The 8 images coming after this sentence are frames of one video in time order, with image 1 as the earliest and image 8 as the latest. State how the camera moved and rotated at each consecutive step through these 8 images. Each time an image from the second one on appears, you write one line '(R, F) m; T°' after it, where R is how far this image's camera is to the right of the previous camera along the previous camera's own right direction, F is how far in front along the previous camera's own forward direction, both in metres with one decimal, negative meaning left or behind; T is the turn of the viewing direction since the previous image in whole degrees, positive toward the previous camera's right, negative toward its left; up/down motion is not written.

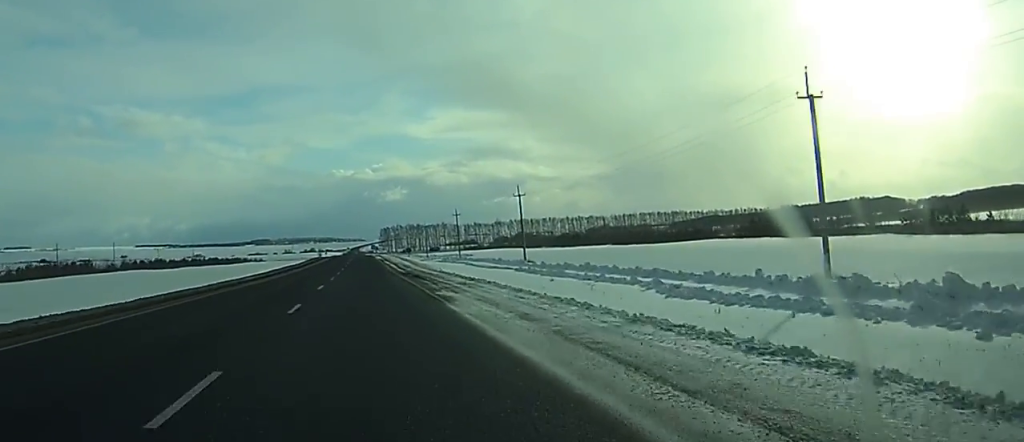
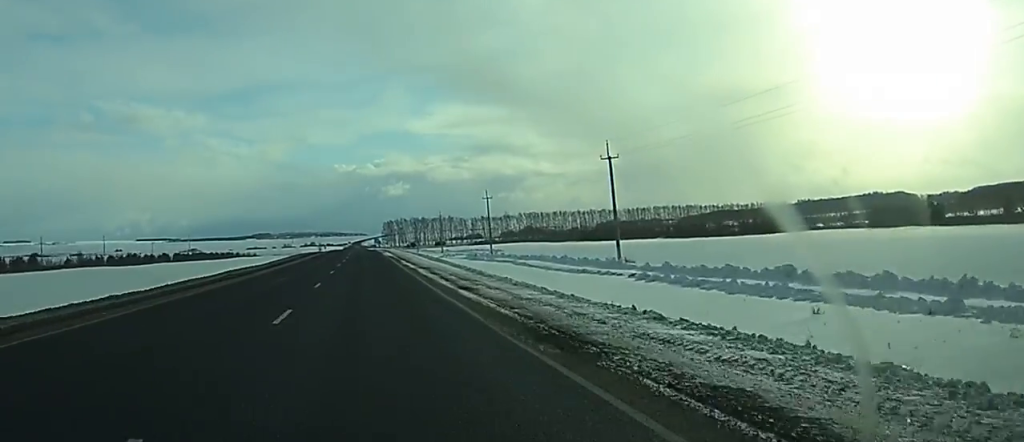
(+0.2, +40.1) m; 0°
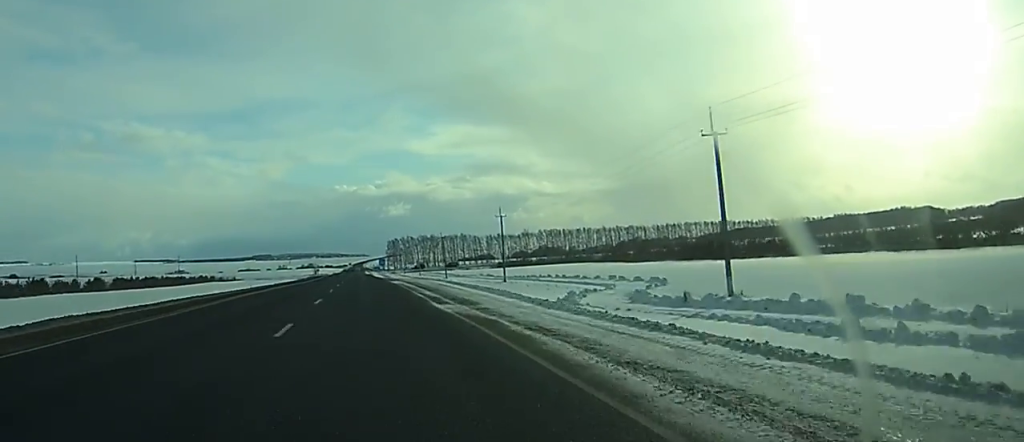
(-0.2, +86.3) m; 0°
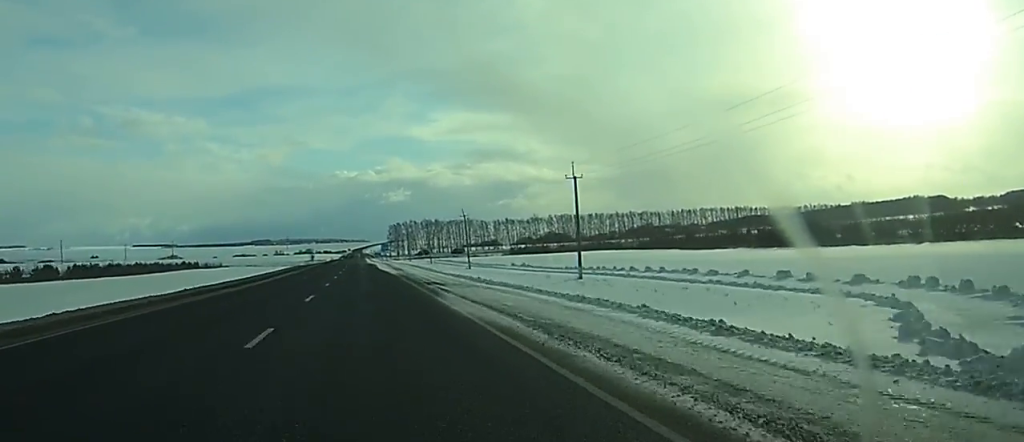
(+0.1, +39.3) m; 0°
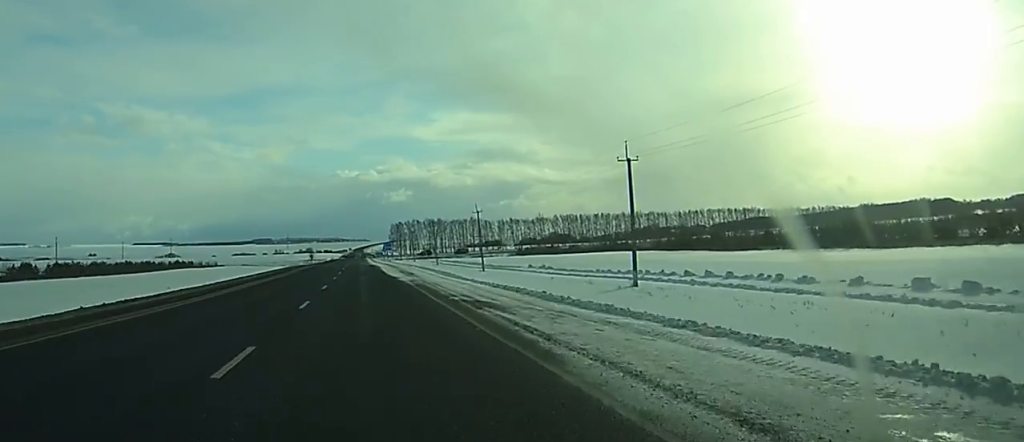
(0.0, +14.6) m; 0°
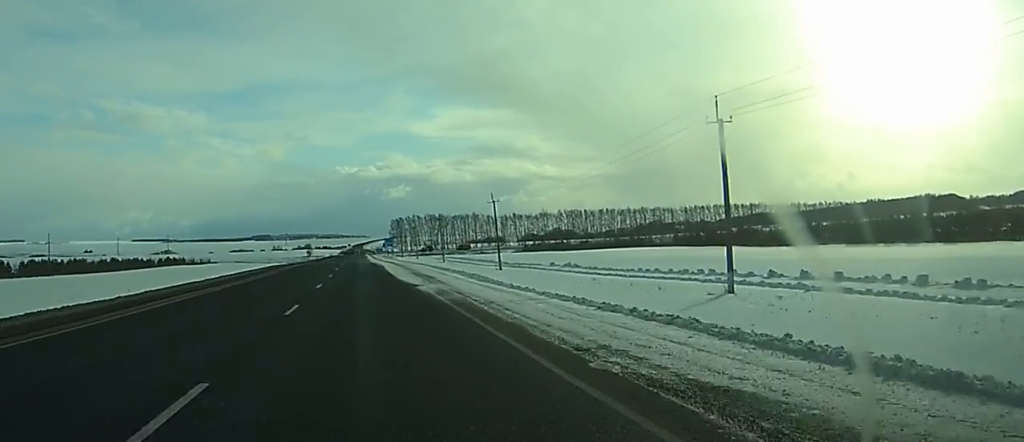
(-0.1, +15.5) m; 0°
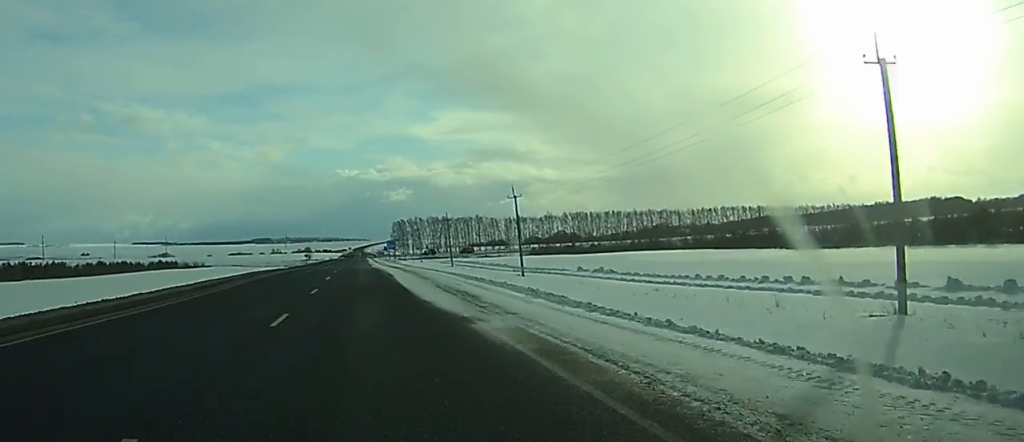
(0.0, +14.6) m; 0°
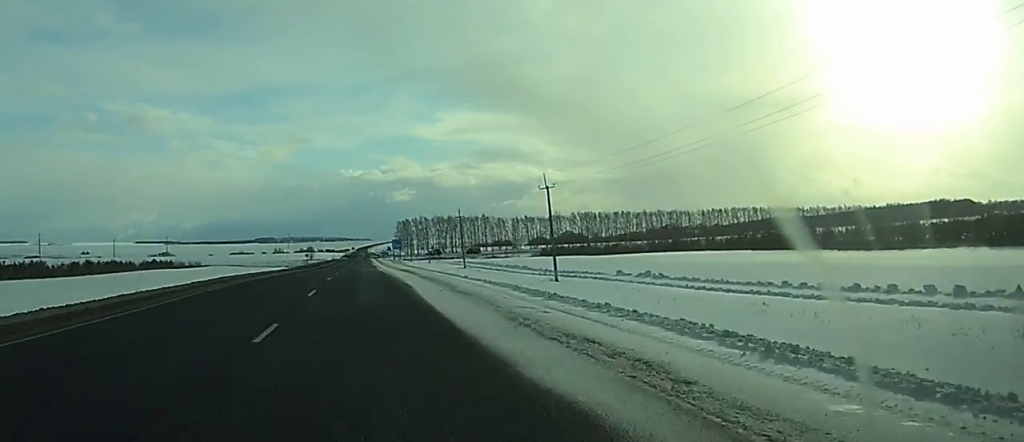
(+0.1, +14.5) m; 0°
